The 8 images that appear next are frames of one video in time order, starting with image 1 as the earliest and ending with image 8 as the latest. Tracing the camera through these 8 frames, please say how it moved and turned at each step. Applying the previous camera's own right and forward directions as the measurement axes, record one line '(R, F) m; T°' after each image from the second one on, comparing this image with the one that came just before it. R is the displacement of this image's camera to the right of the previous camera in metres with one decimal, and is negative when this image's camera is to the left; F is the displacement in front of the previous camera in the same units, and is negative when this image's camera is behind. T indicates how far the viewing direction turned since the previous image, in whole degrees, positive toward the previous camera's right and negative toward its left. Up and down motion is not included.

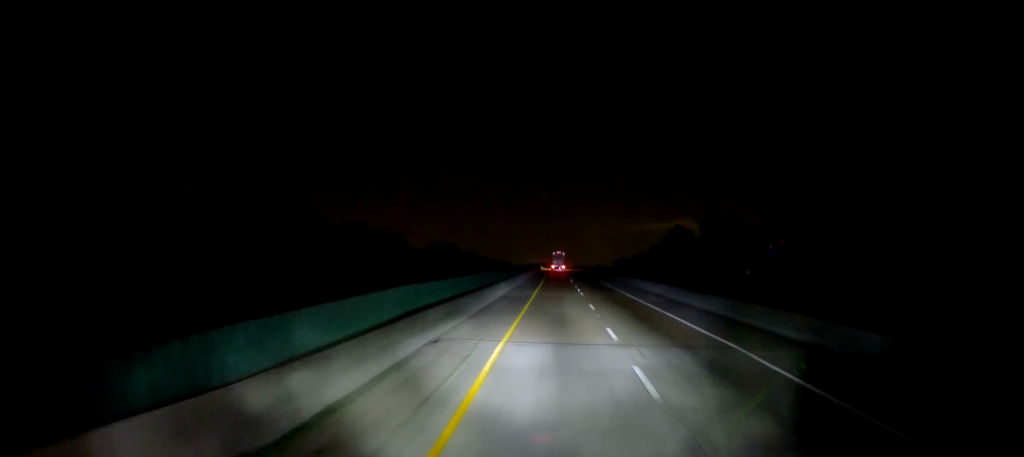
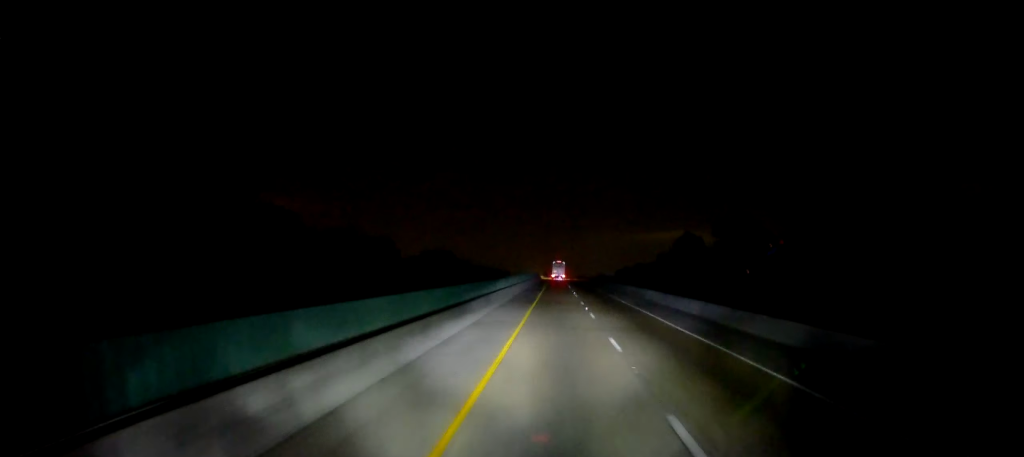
(-0.1, +12.0) m; 0°
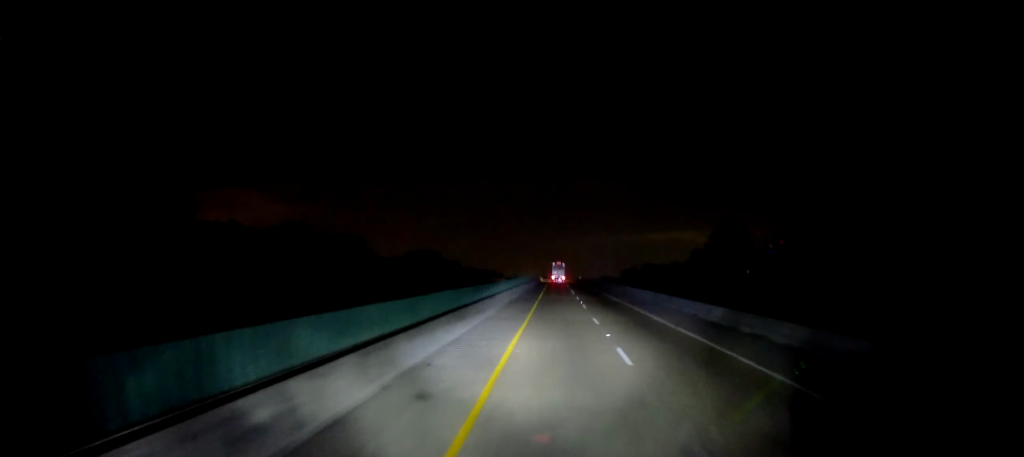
(+0.4, +38.7) m; 0°
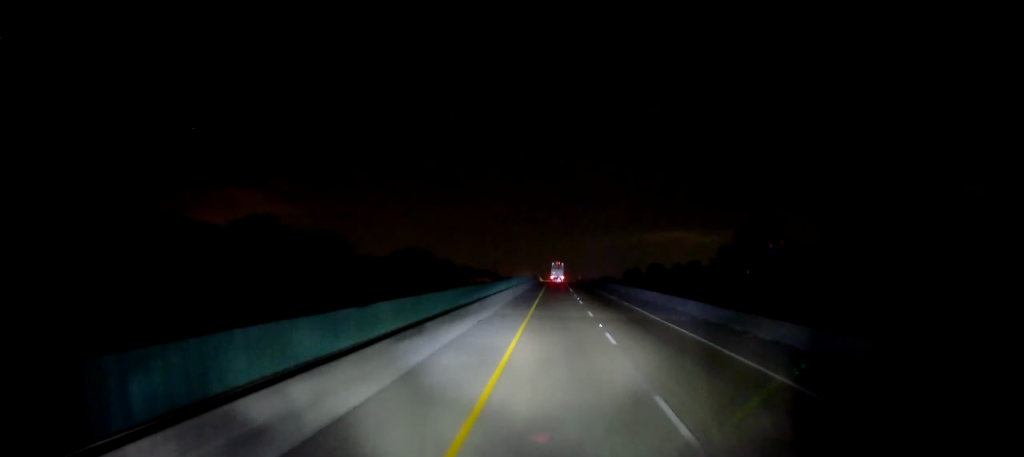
(-0.2, +19.8) m; -1°
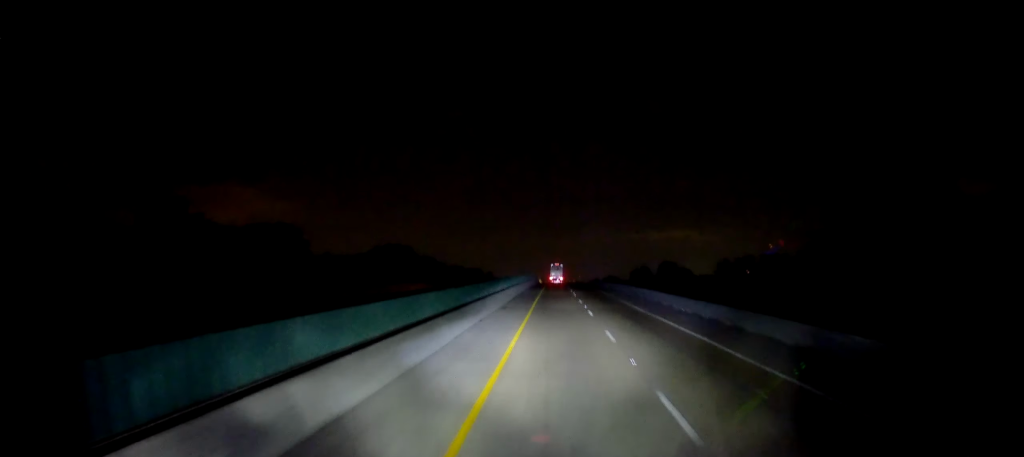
(-0.2, +37.1) m; +1°
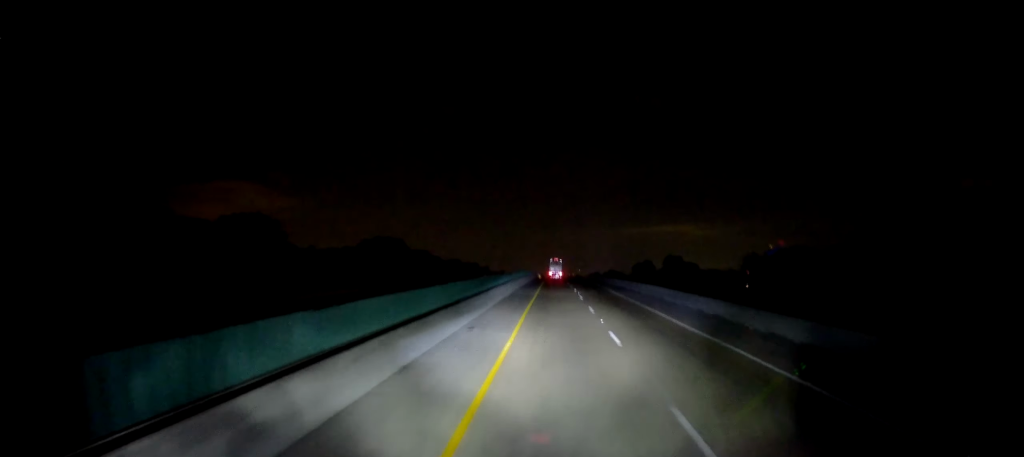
(+0.4, +14.5) m; 0°
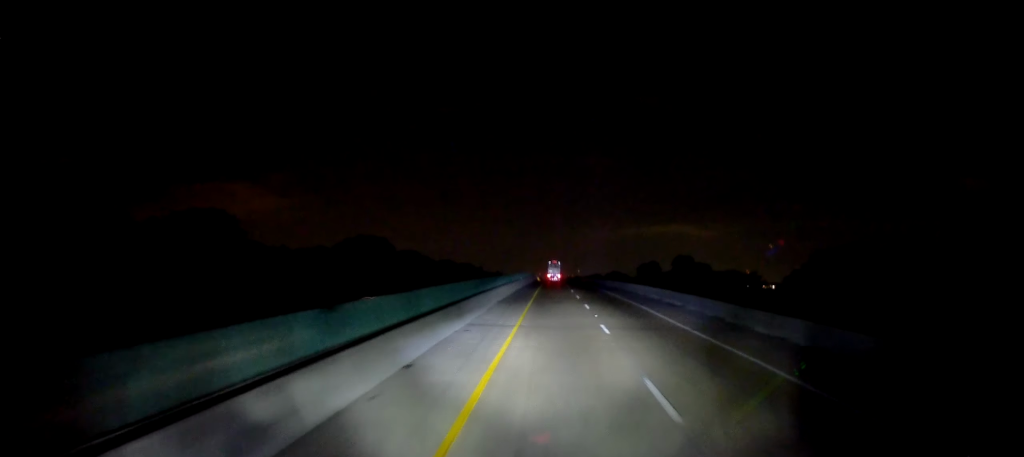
(0.0, +21.3) m; 0°
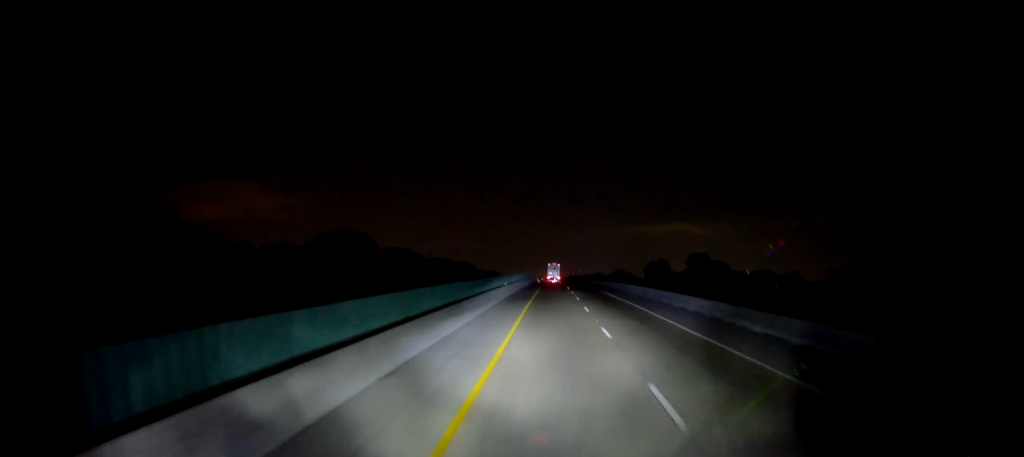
(-0.3, +25.7) m; 0°
